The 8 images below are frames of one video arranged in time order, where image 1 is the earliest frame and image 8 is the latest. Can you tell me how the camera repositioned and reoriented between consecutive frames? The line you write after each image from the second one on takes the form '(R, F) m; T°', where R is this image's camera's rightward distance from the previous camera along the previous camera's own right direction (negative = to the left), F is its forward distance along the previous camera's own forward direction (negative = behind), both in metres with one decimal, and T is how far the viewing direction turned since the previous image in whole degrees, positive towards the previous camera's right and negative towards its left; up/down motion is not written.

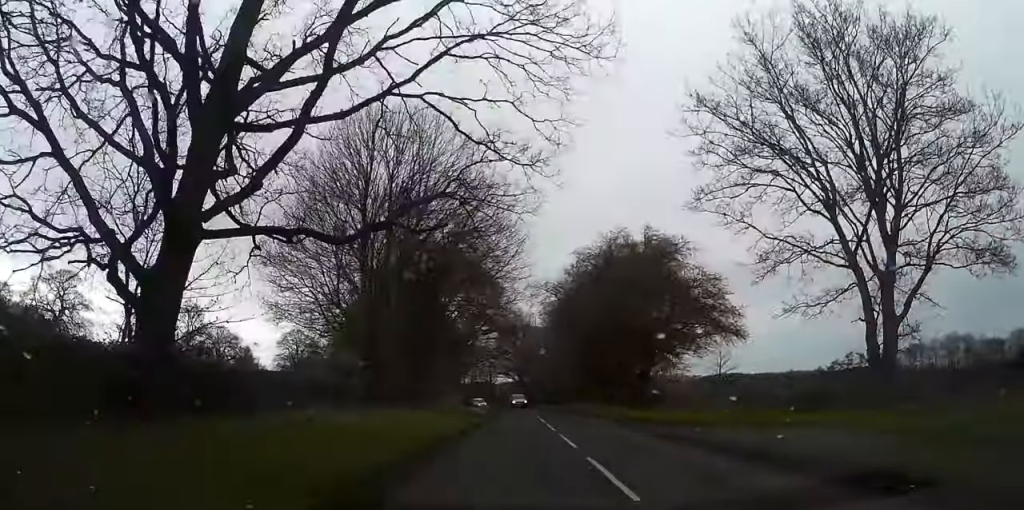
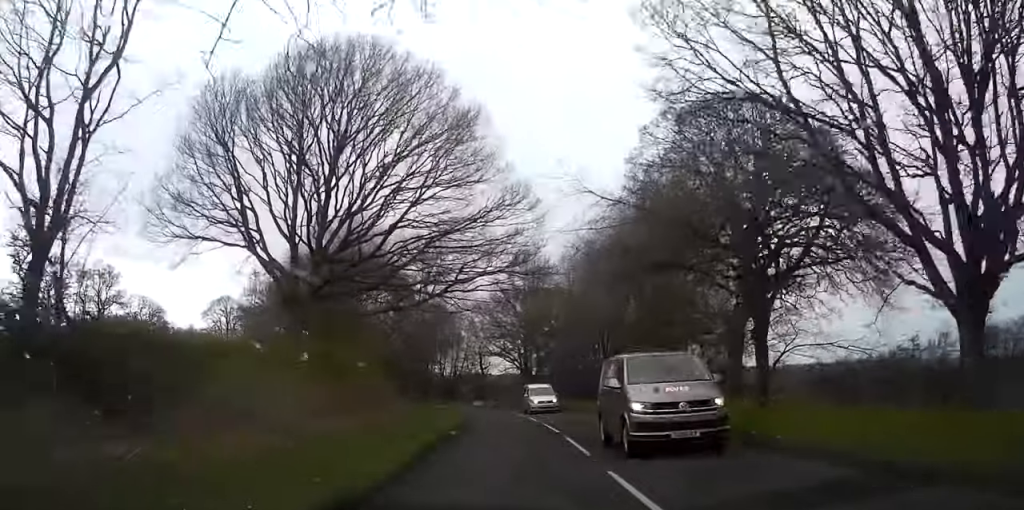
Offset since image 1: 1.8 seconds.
(0.0, +48.0) m; -1°
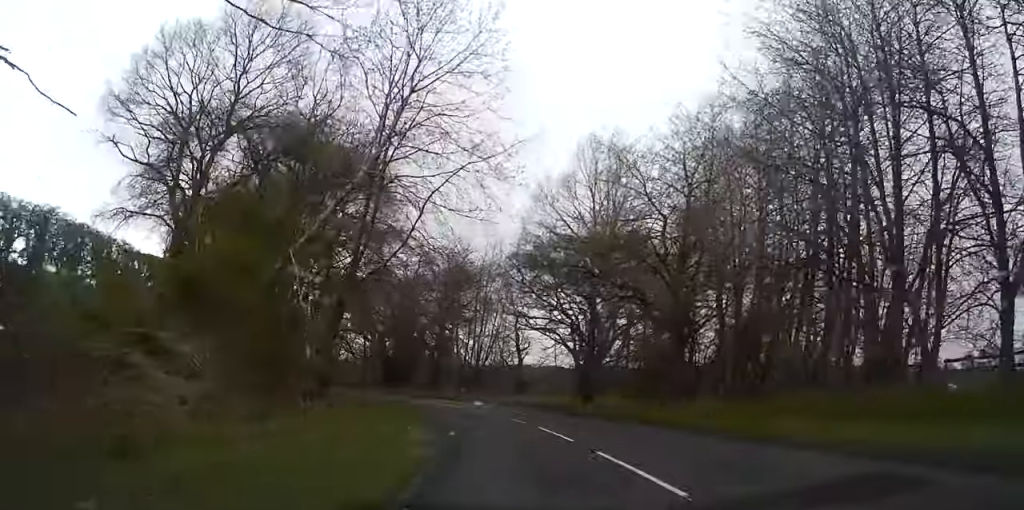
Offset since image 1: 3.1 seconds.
(-0.1, +32.8) m; -4°
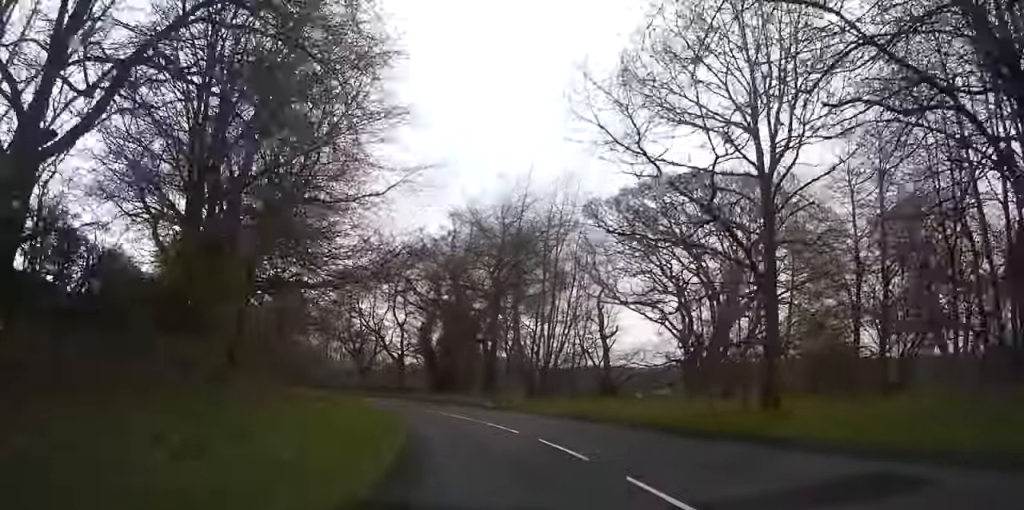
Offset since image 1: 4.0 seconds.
(-1.4, +21.8) m; -4°
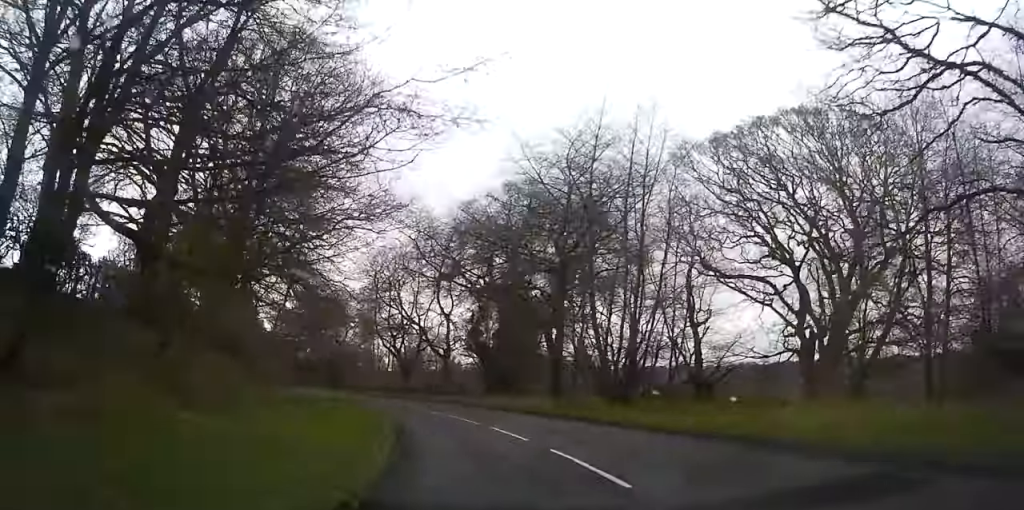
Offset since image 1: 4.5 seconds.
(-0.2, +12.2) m; -3°
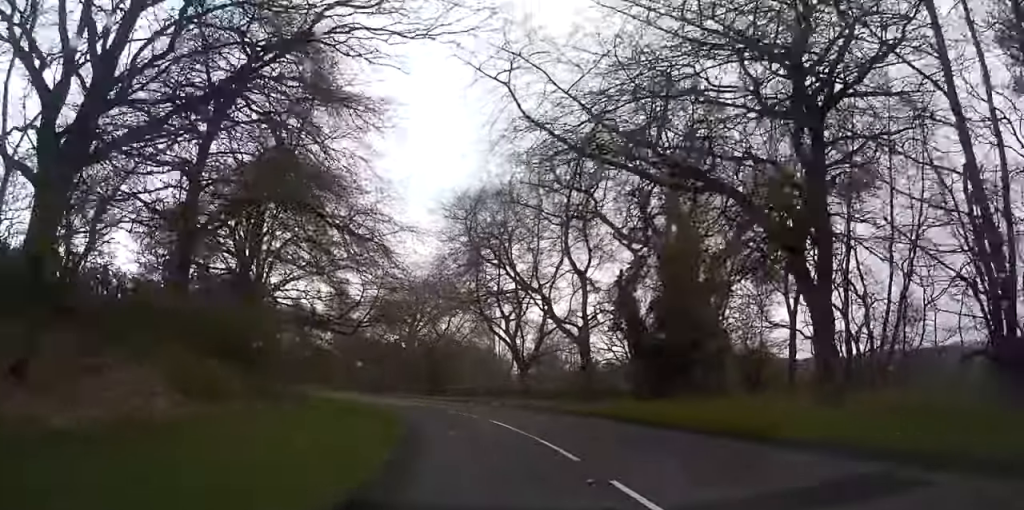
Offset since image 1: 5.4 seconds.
(-0.7, +21.8) m; -9°
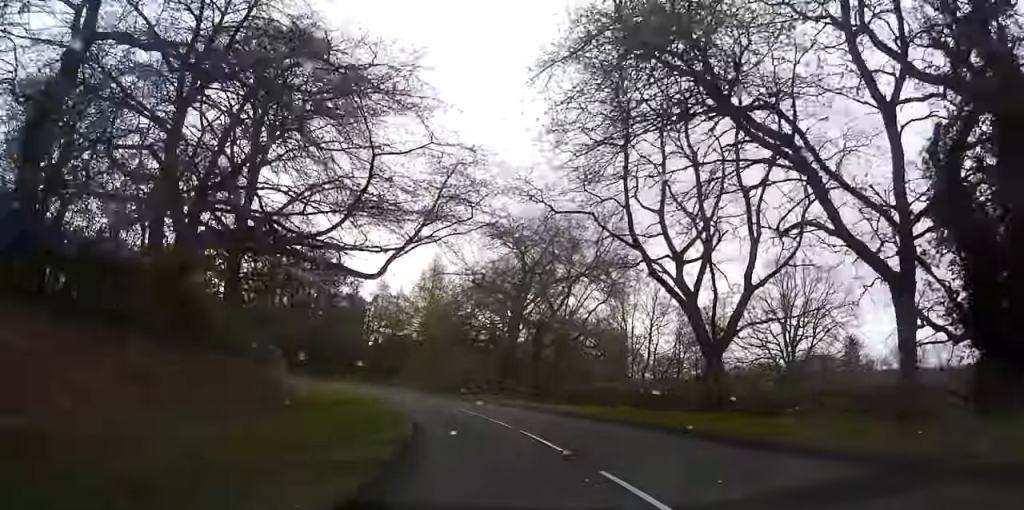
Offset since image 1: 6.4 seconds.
(-3.1, +23.7) m; -12°
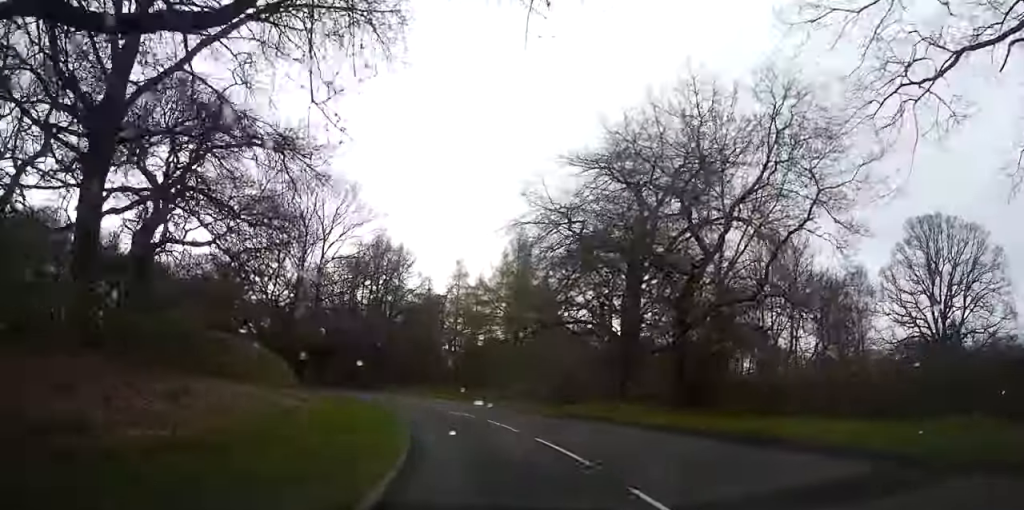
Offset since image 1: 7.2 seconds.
(-1.0, +19.2) m; -7°
